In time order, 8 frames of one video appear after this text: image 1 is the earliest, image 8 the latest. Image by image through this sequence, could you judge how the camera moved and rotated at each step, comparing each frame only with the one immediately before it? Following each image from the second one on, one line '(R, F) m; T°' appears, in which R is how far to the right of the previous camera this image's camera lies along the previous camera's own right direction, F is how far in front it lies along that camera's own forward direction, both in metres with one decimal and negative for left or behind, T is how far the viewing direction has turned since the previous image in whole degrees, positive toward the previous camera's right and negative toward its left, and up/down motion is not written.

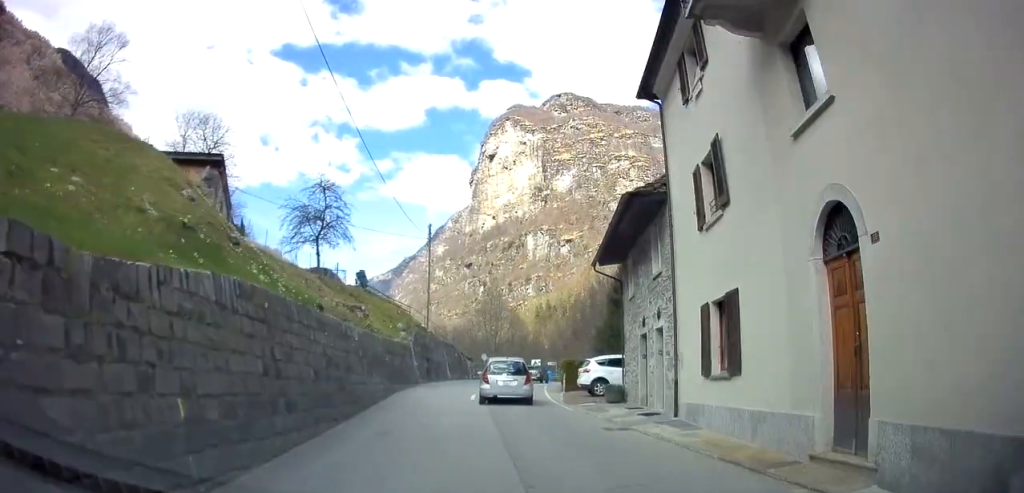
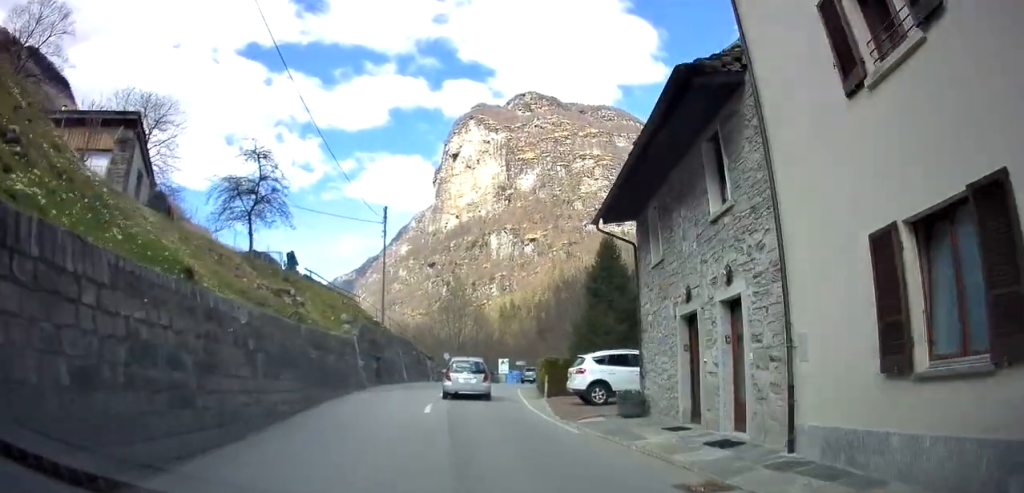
(+0.1, +6.0) m; +1°
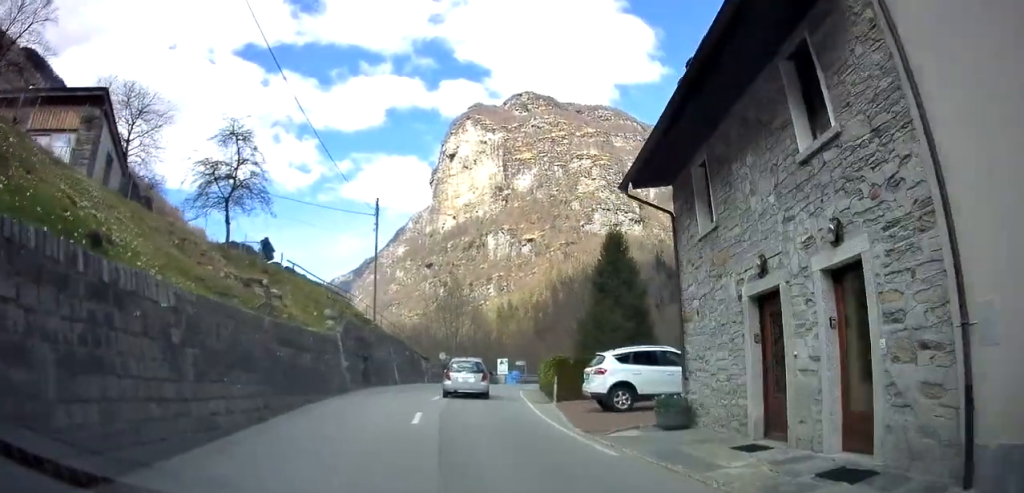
(-0.1, +3.1) m; 0°
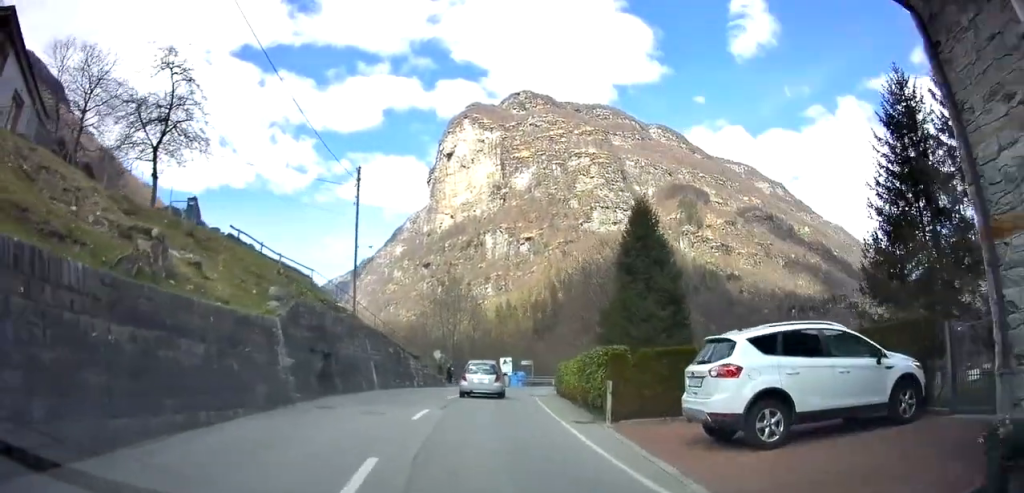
(+0.1, +7.5) m; +2°
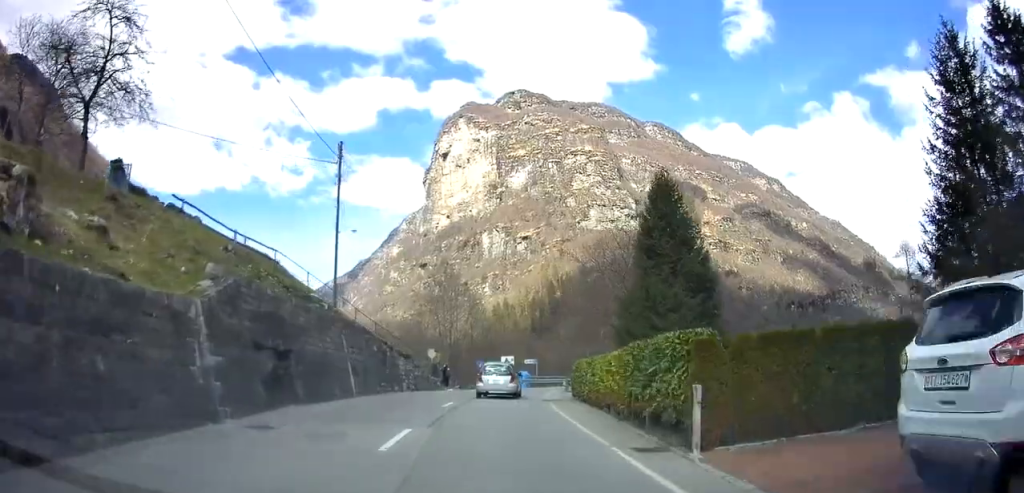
(+0.1, +4.7) m; +1°
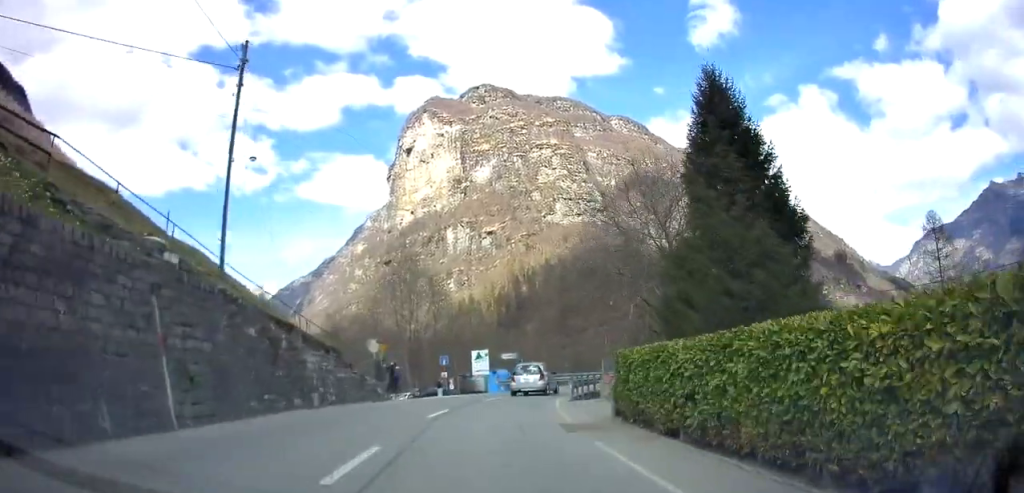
(+0.3, +12.2) m; +4°
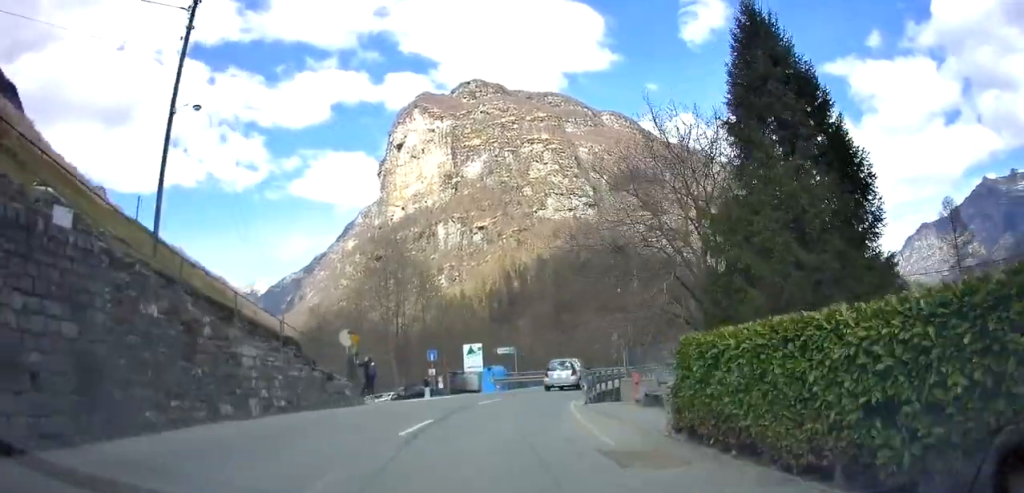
(+0.1, +4.5) m; +1°
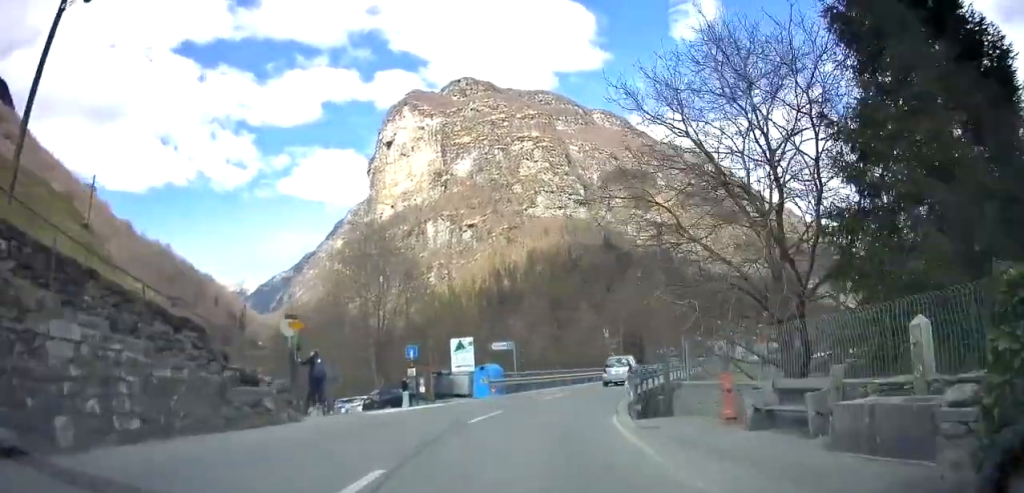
(+0.2, +6.7) m; +1°
